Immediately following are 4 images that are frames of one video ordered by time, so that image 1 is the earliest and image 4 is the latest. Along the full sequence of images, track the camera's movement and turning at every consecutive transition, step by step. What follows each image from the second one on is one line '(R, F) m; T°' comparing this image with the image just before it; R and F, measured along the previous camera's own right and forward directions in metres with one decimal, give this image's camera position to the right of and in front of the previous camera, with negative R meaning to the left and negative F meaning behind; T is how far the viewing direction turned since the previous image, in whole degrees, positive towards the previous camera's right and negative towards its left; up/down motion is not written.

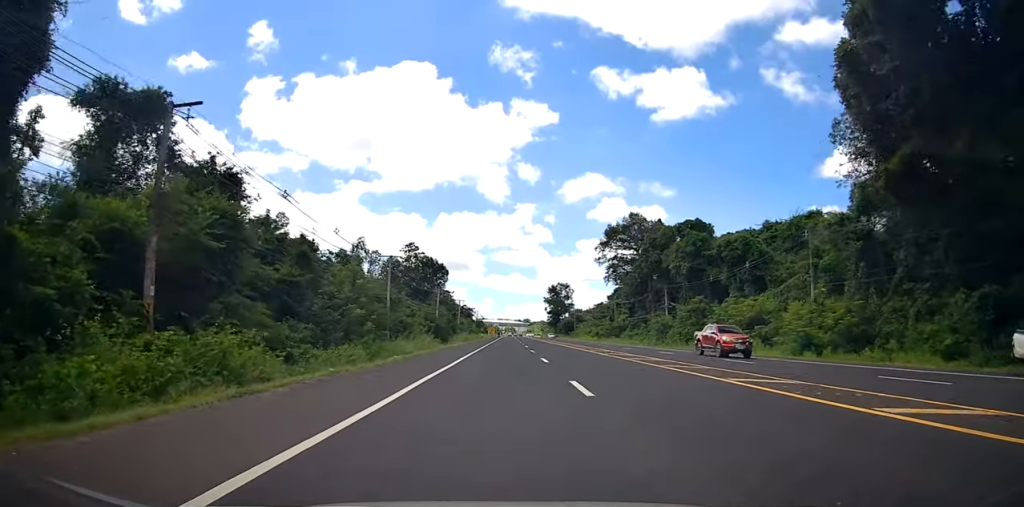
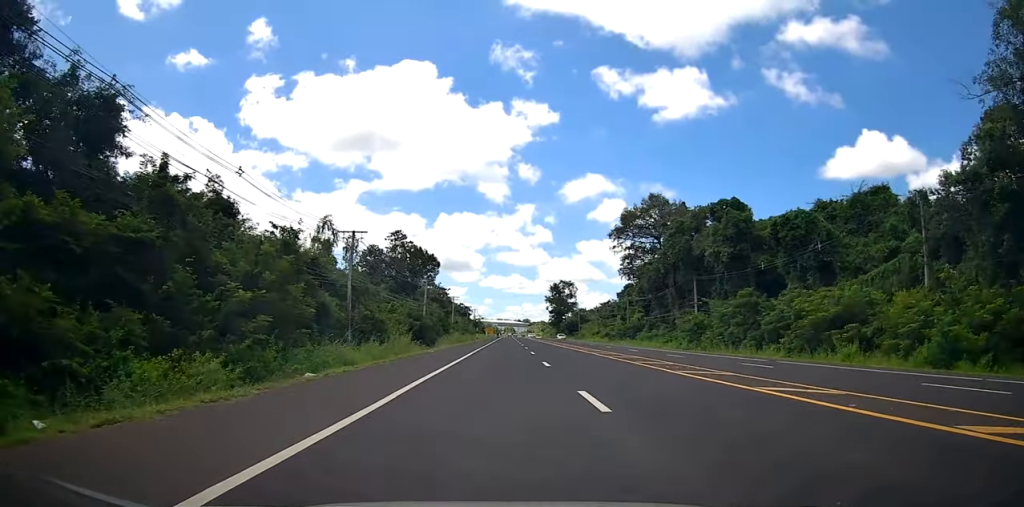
(+0.1, +13.9) m; 0°
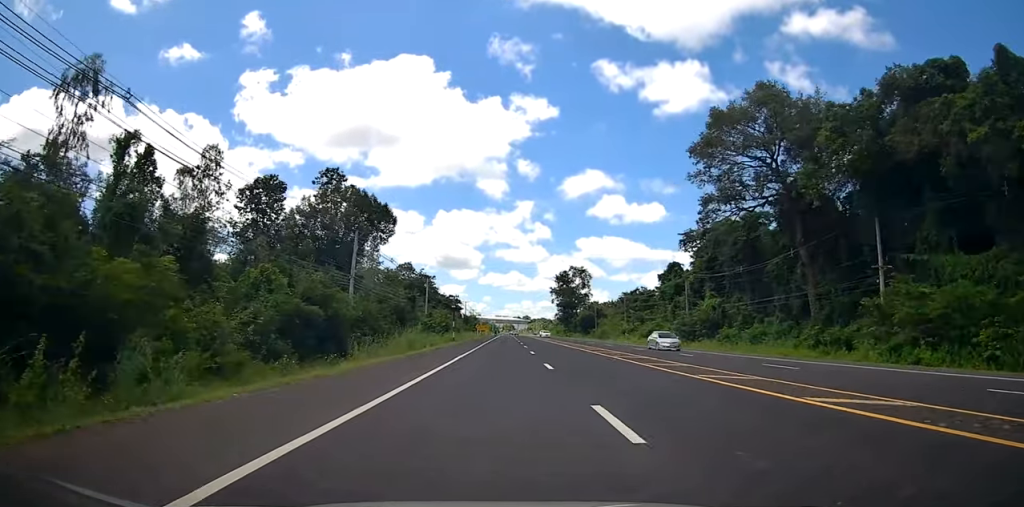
(-0.5, +38.5) m; -1°
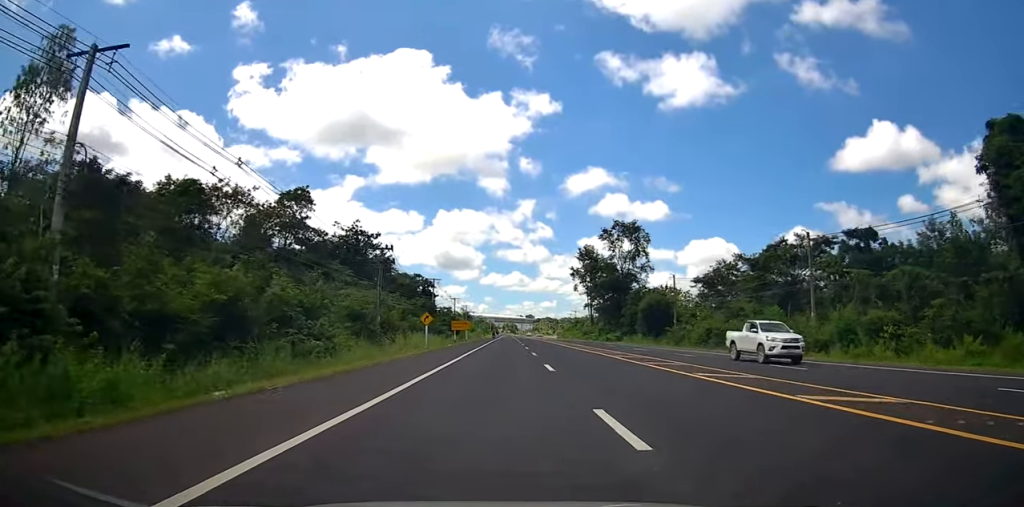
(-0.3, +72.3) m; 0°
